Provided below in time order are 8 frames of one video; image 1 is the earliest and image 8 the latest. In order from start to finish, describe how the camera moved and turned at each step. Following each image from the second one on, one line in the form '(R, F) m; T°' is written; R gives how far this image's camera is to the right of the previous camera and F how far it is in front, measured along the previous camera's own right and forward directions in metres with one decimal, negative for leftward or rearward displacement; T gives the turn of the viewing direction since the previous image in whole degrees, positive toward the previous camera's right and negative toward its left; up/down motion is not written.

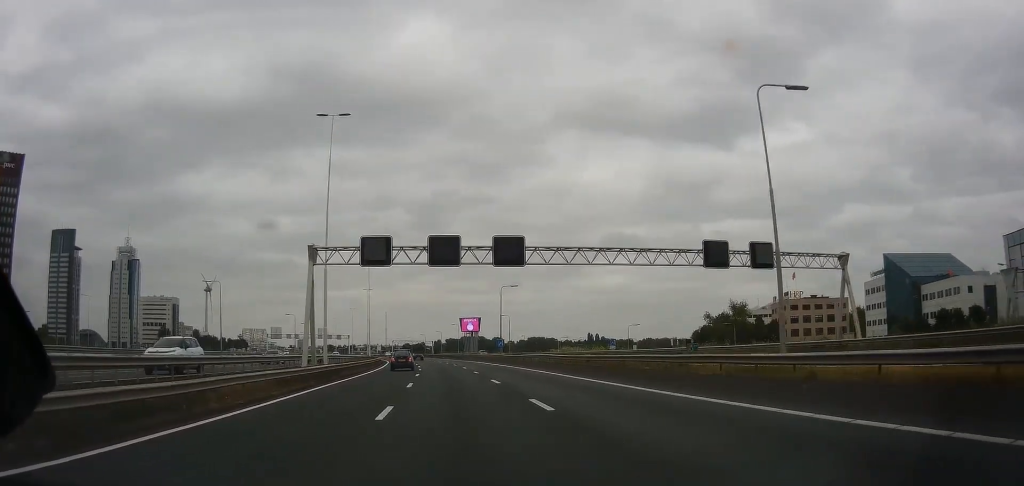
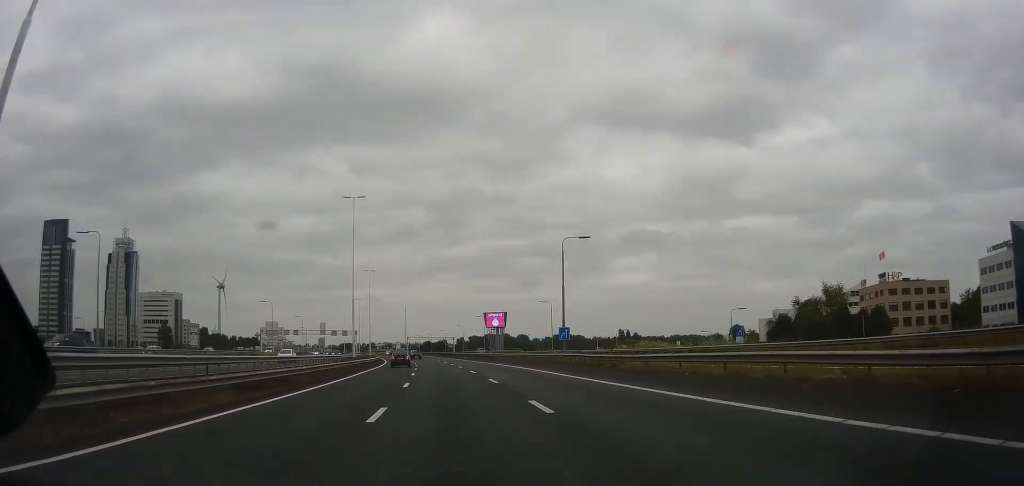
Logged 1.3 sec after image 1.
(-1.7, +35.6) m; -4°
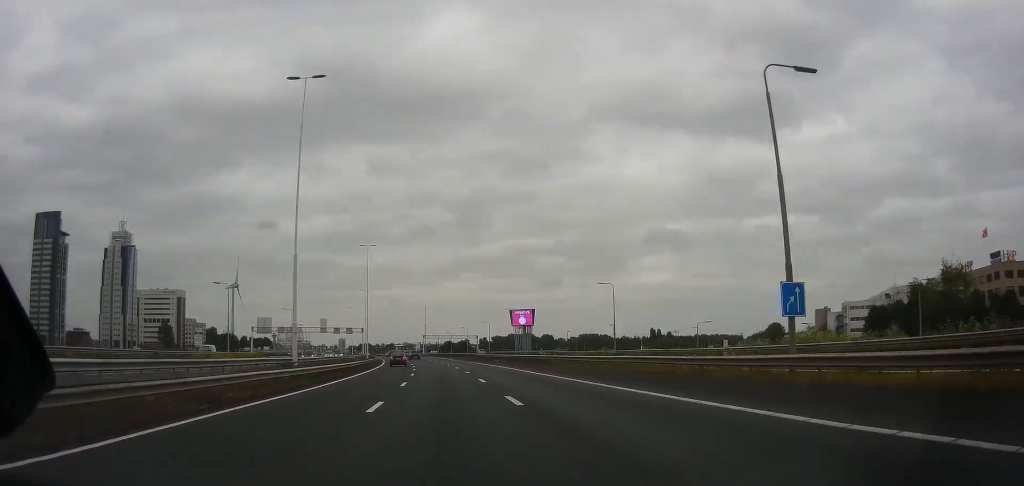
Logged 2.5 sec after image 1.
(-0.9, +33.8) m; -2°
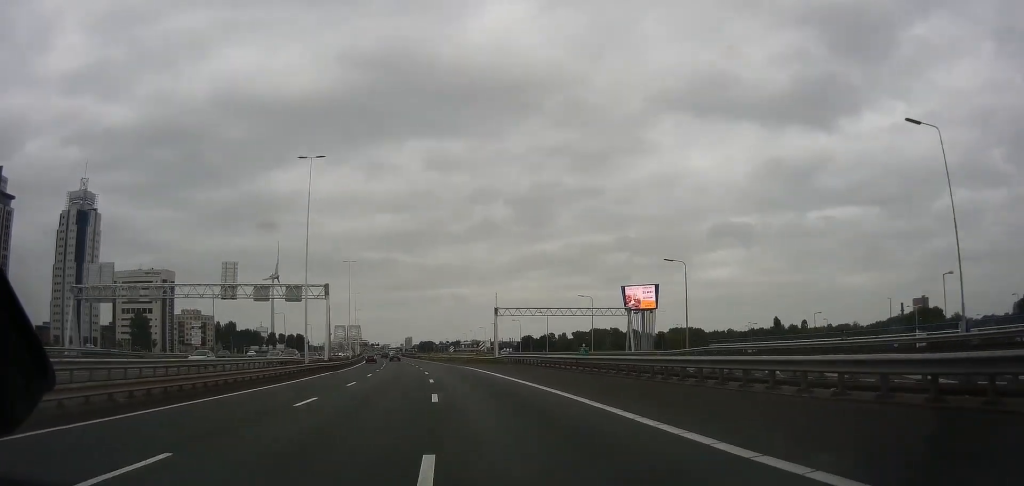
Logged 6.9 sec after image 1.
(-7.0, +123.8) m; -8°
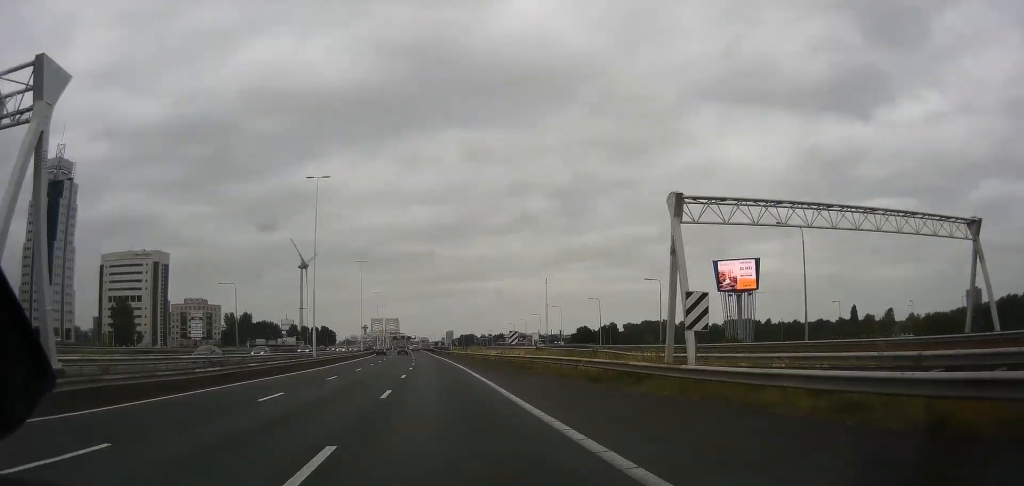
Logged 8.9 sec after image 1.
(-2.7, +58.0) m; -3°
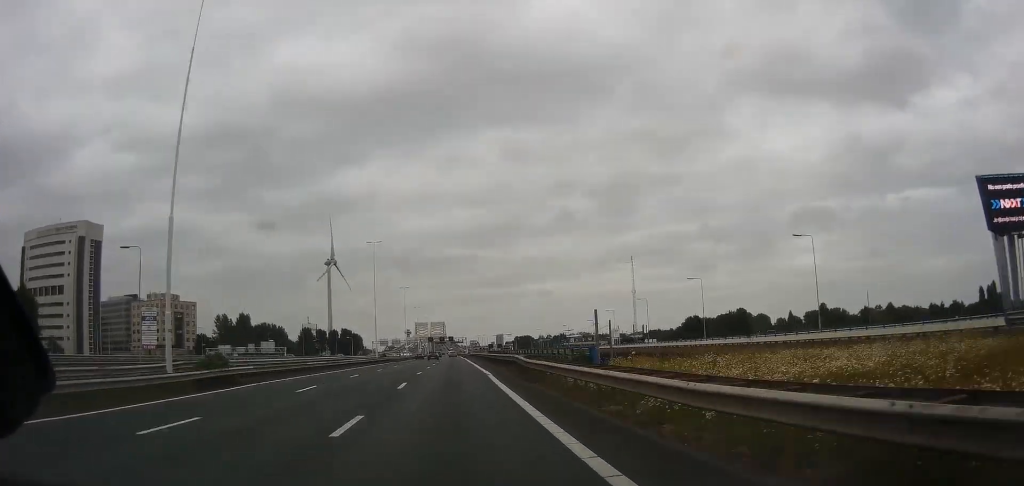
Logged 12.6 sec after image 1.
(-0.7, +103.1) m; -2°
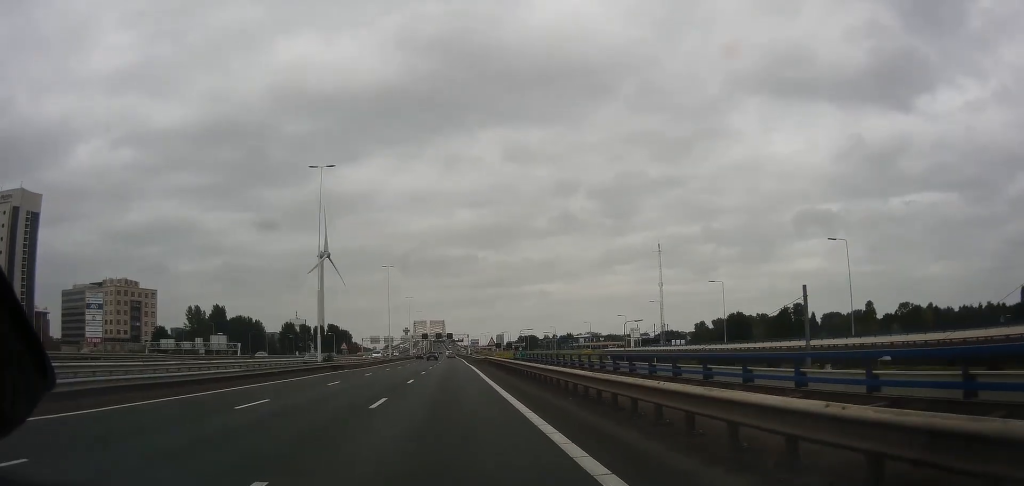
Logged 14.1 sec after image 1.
(-0.9, +43.1) m; -2°
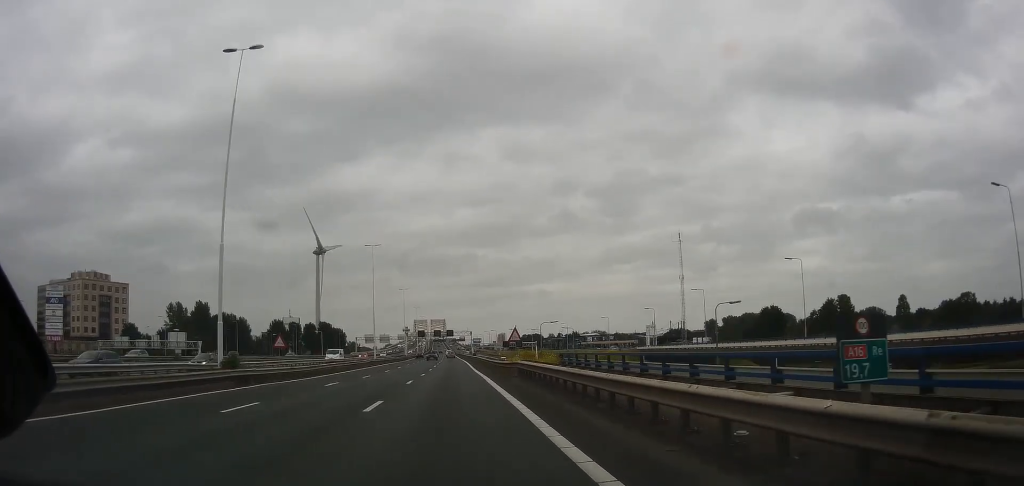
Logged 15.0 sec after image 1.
(-0.3, +24.4) m; -1°
